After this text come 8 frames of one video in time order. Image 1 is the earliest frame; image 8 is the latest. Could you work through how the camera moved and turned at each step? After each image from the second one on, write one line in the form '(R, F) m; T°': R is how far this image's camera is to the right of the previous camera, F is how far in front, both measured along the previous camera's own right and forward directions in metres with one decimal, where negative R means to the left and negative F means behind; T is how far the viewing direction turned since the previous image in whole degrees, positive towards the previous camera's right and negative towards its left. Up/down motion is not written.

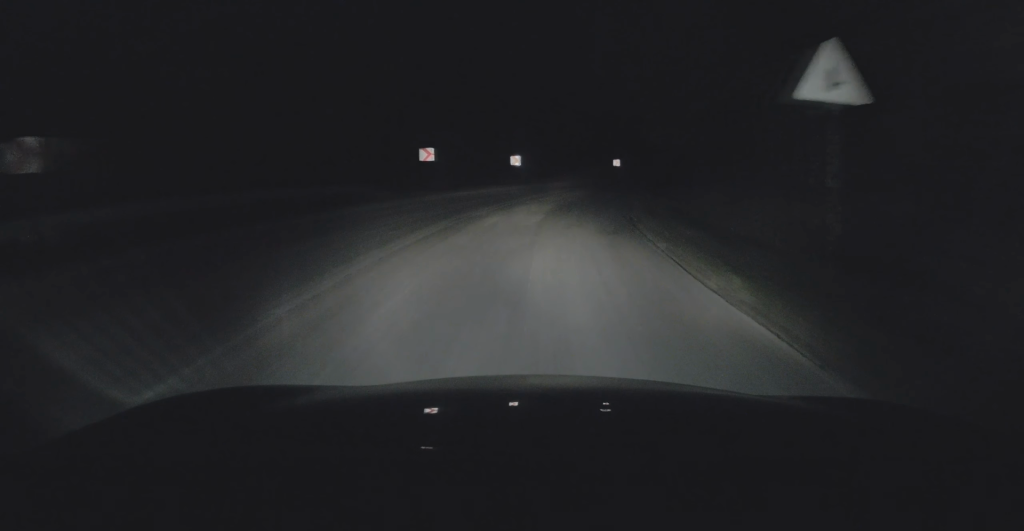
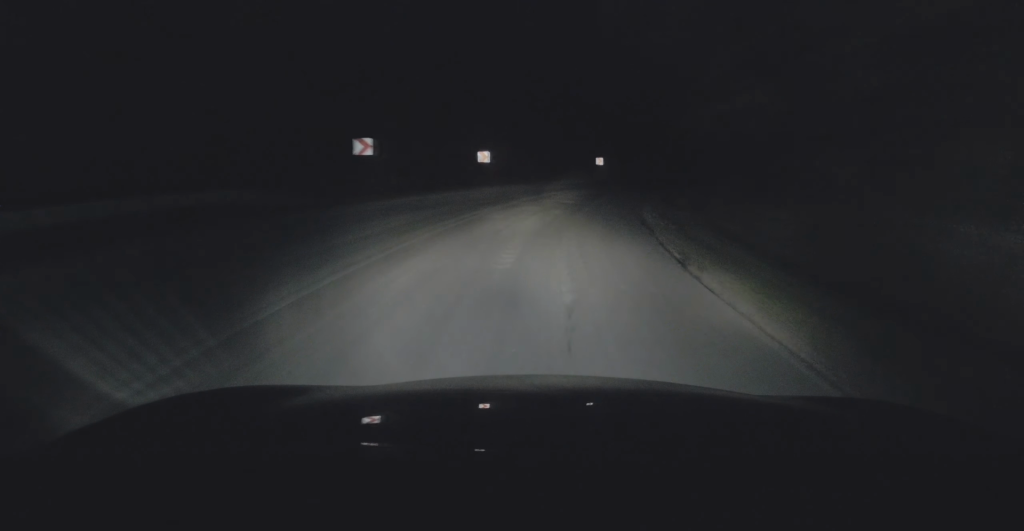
(+0.2, +8.3) m; +2°
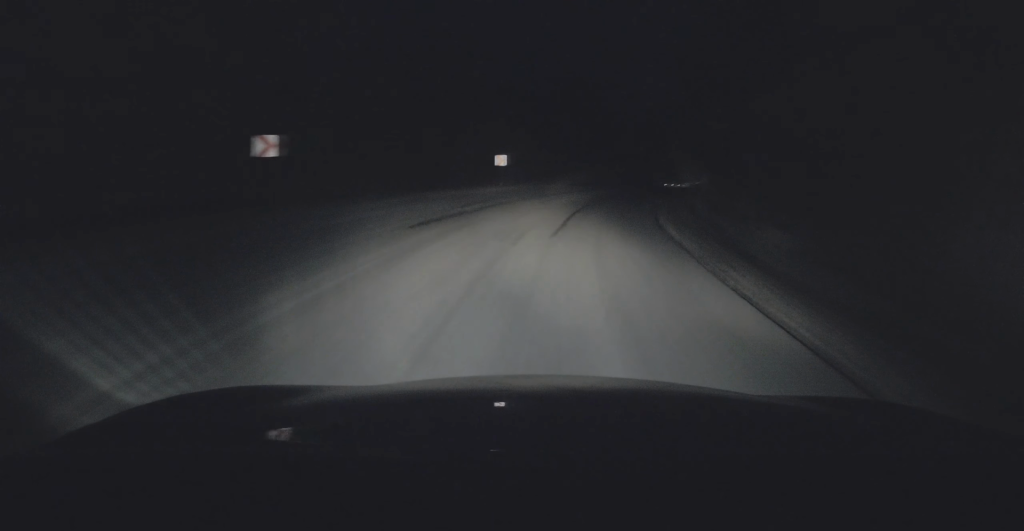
(+1.4, +20.5) m; +10°
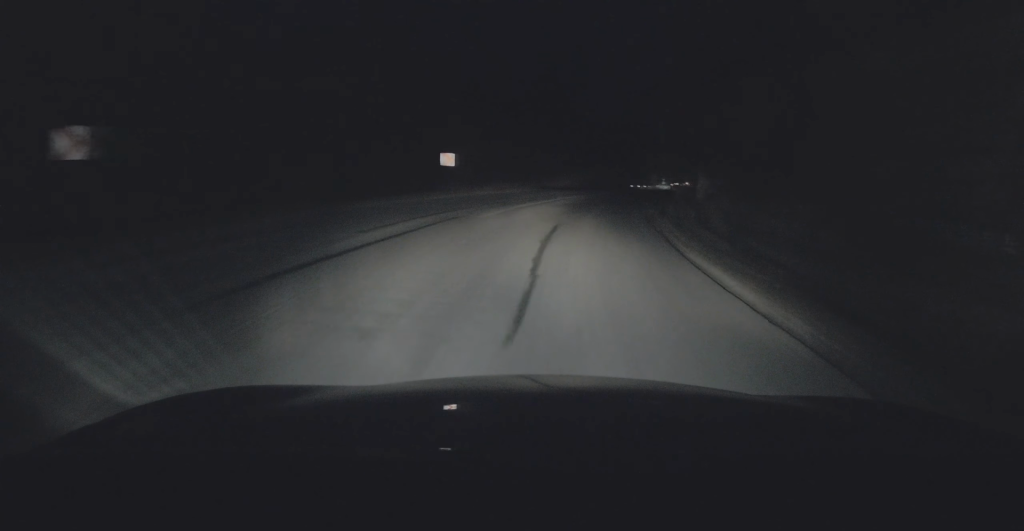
(+0.7, +7.6) m; +4°
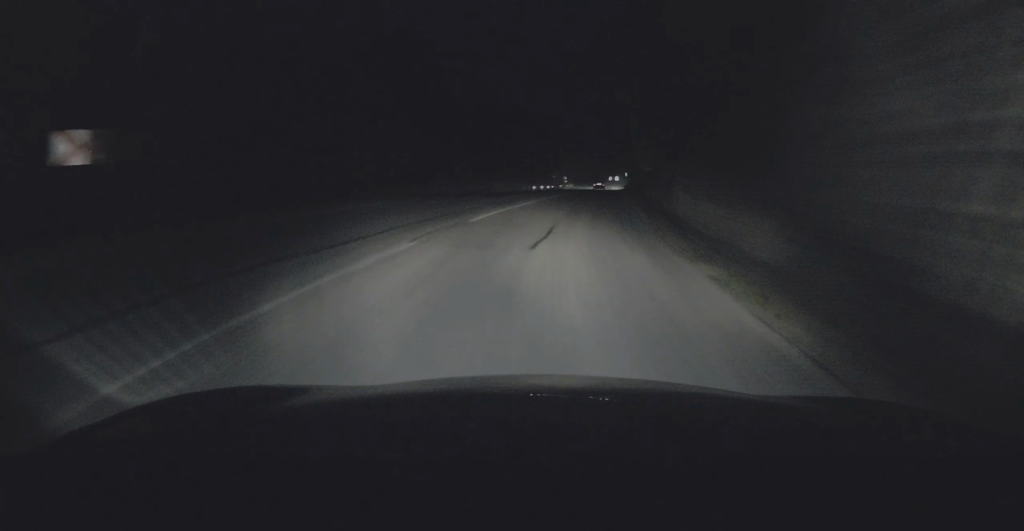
(+1.0, +22.1) m; +8°
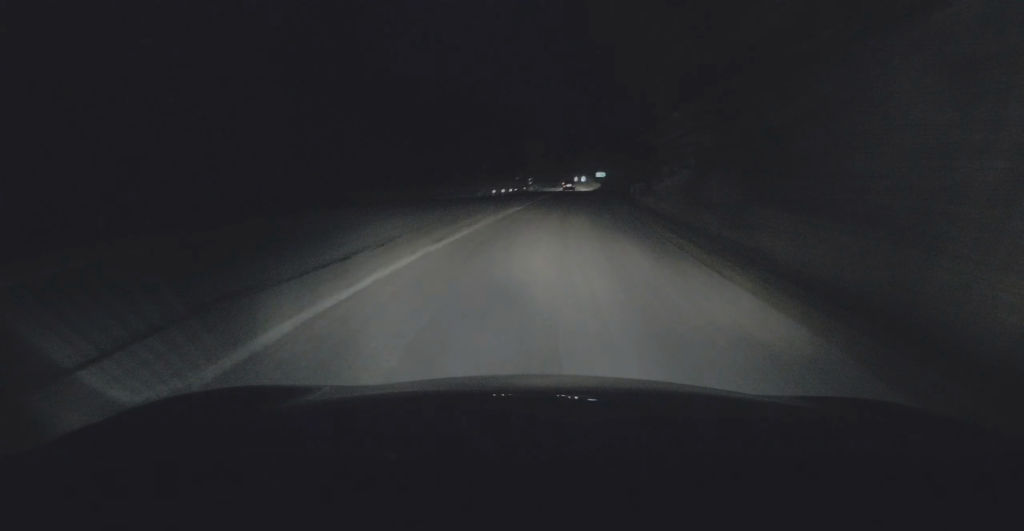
(+1.1, +12.5) m; +4°
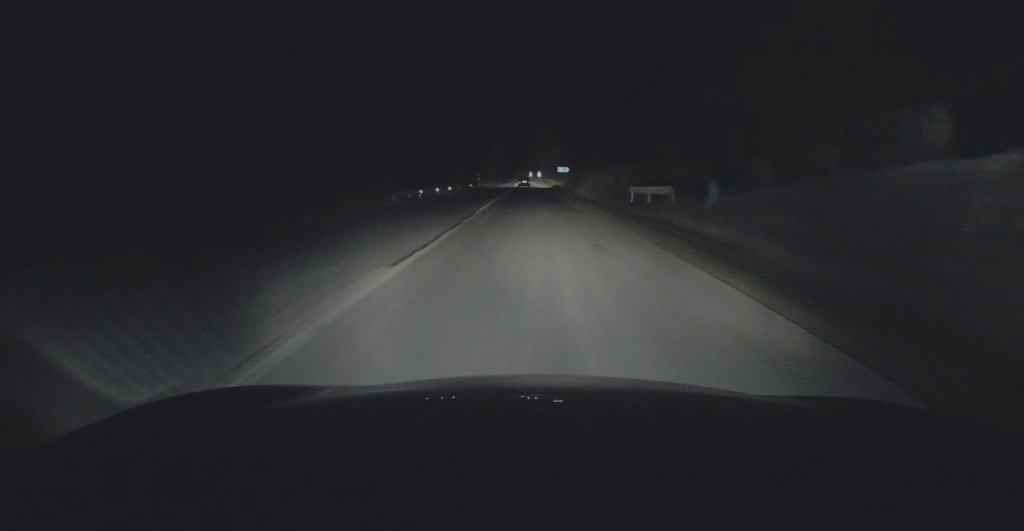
(+0.2, +17.6) m; +1°
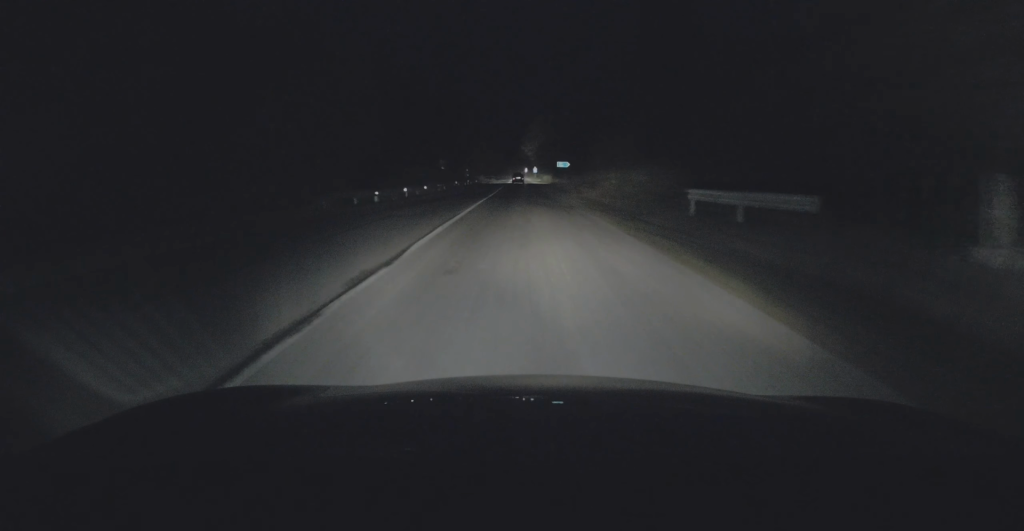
(+0.1, +12.0) m; 0°
